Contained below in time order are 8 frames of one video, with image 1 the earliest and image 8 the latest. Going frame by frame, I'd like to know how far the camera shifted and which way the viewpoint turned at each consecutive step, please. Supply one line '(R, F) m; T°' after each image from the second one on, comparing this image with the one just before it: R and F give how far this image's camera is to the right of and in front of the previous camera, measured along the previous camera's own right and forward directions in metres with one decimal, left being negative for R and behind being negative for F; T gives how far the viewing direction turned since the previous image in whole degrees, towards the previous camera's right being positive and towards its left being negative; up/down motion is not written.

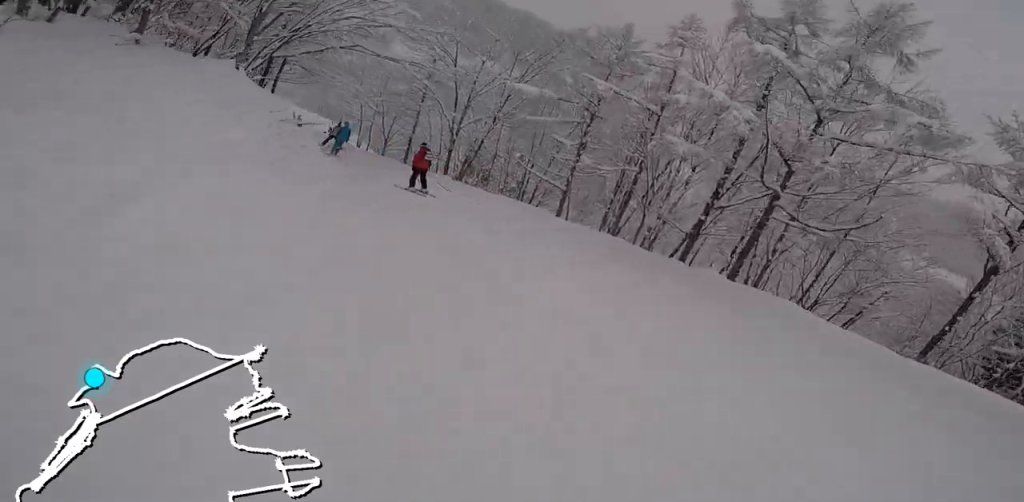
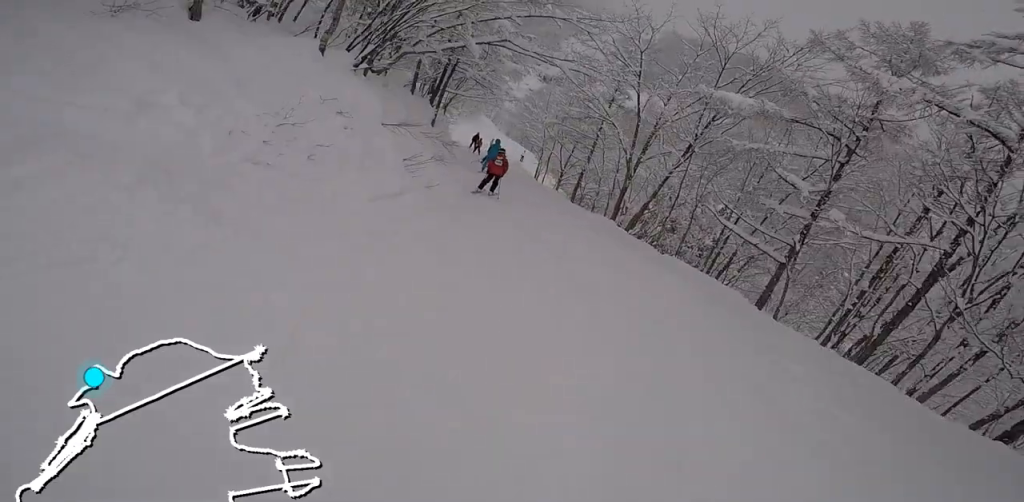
(-1.0, +3.6) m; -23°
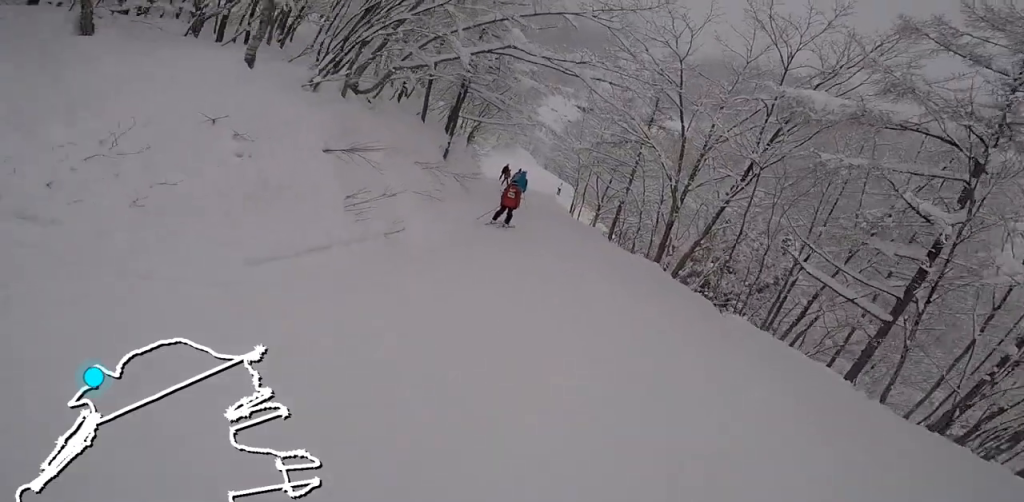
(-0.2, +2.4) m; -14°
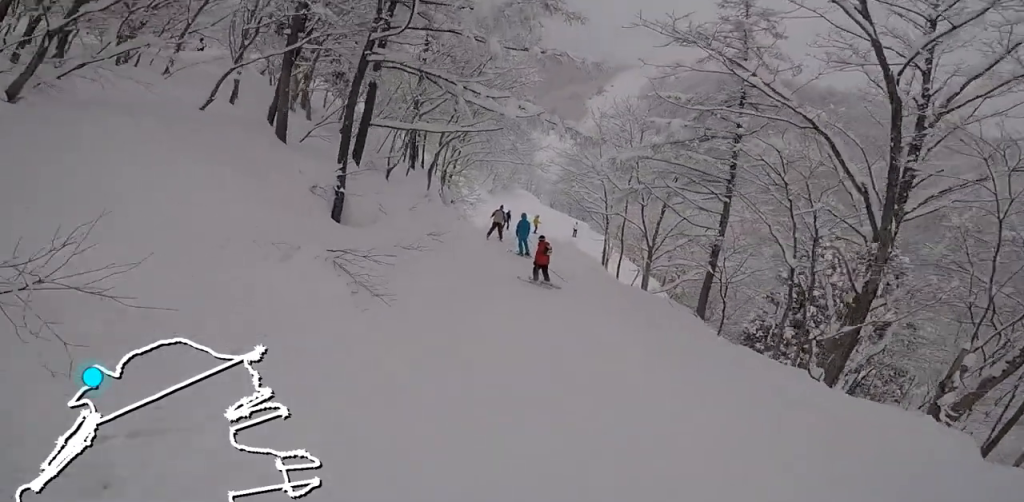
(-2.3, +8.5) m; -10°
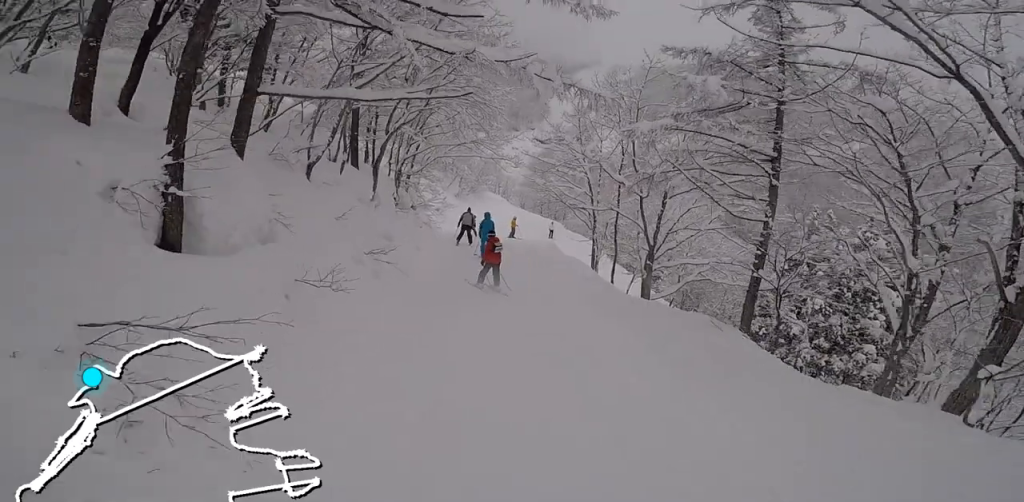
(-0.3, +2.8) m; +8°
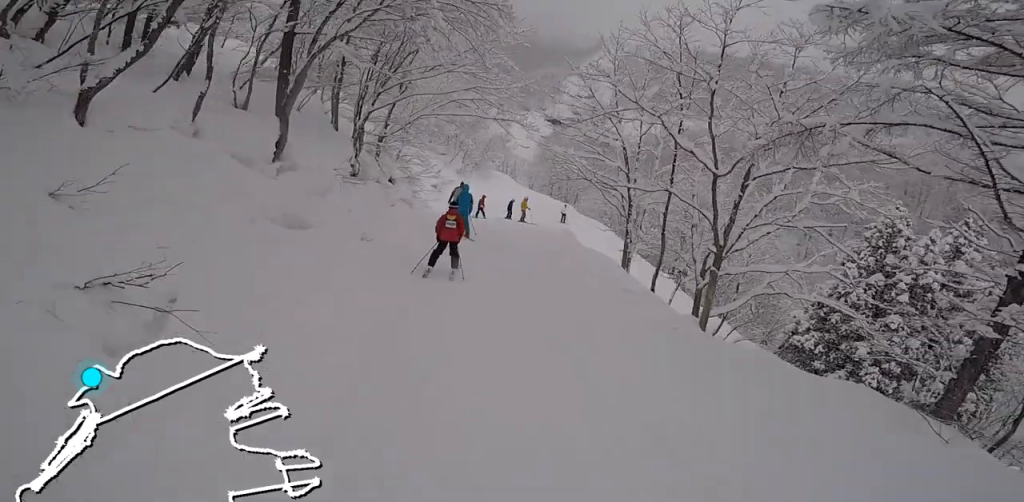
(+1.1, +4.0) m; +1°
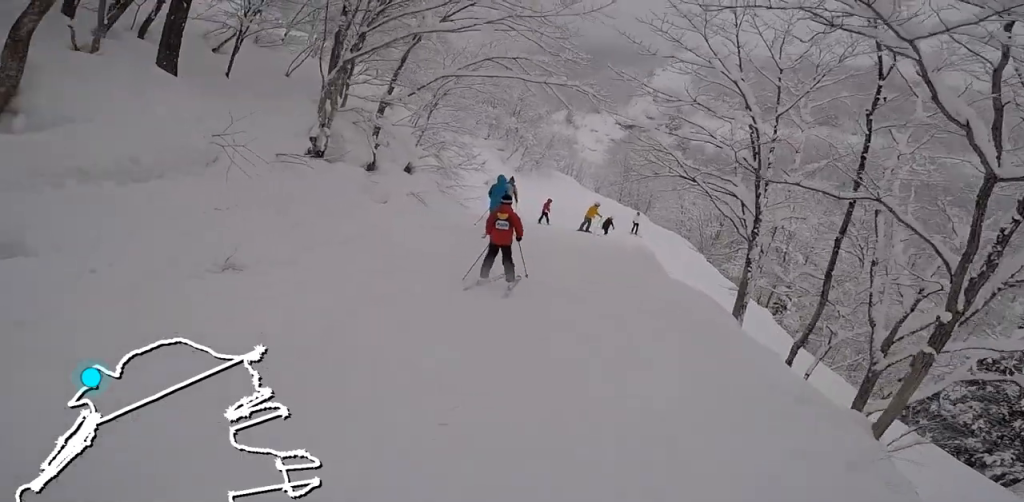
(-0.8, +4.0) m; -5°
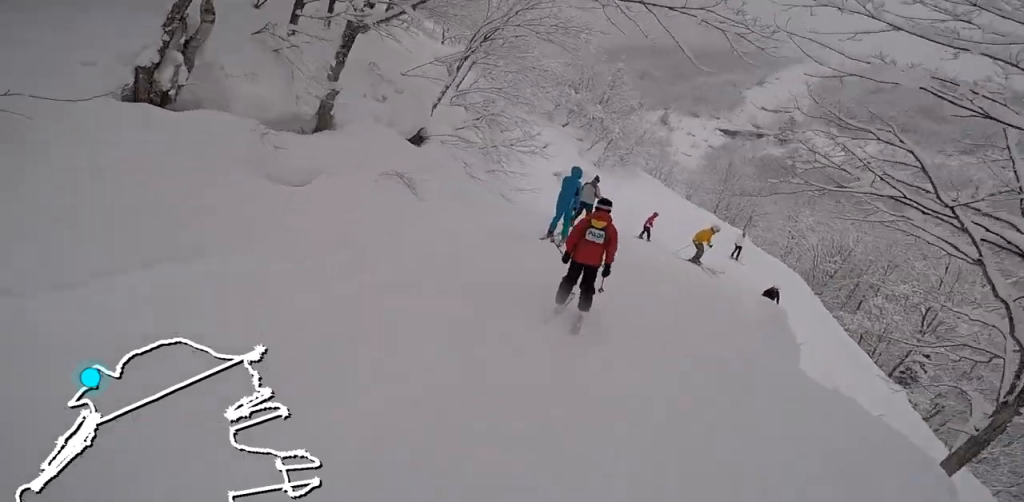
(+0.3, +3.7) m; -7°
